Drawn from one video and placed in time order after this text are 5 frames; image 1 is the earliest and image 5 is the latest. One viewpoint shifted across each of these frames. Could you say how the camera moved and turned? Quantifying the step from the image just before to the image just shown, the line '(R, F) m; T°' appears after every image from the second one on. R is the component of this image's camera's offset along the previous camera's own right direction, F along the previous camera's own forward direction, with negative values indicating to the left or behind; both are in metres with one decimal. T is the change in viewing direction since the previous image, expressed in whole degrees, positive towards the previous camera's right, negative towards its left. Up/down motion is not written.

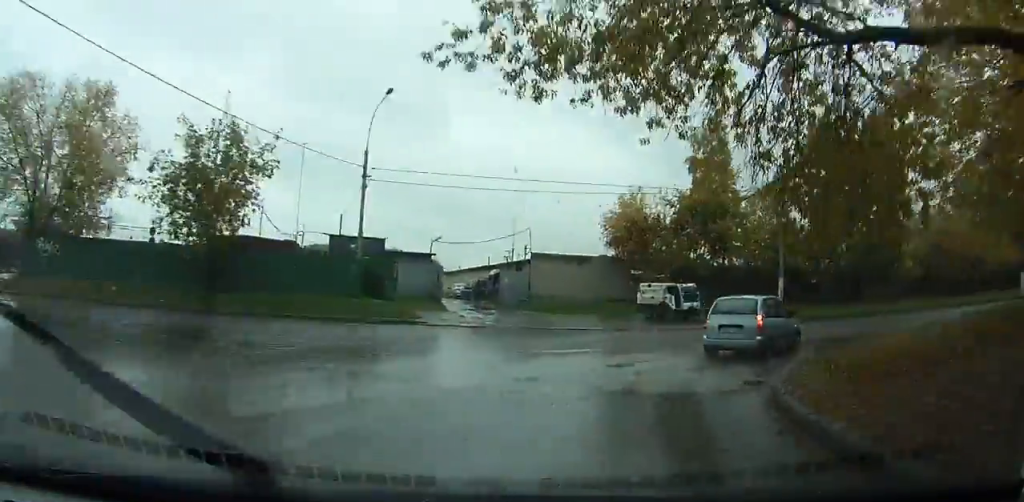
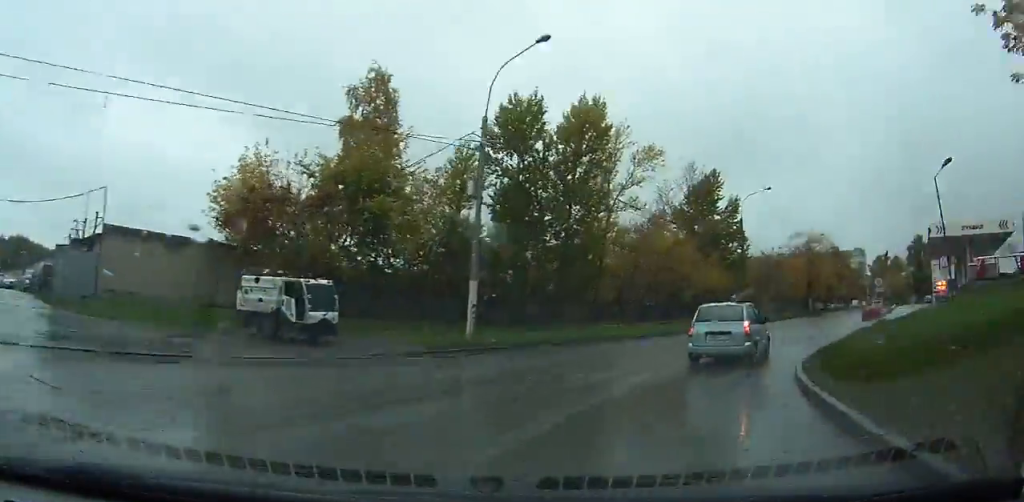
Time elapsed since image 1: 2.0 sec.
(+0.3, +14.3) m; +23°
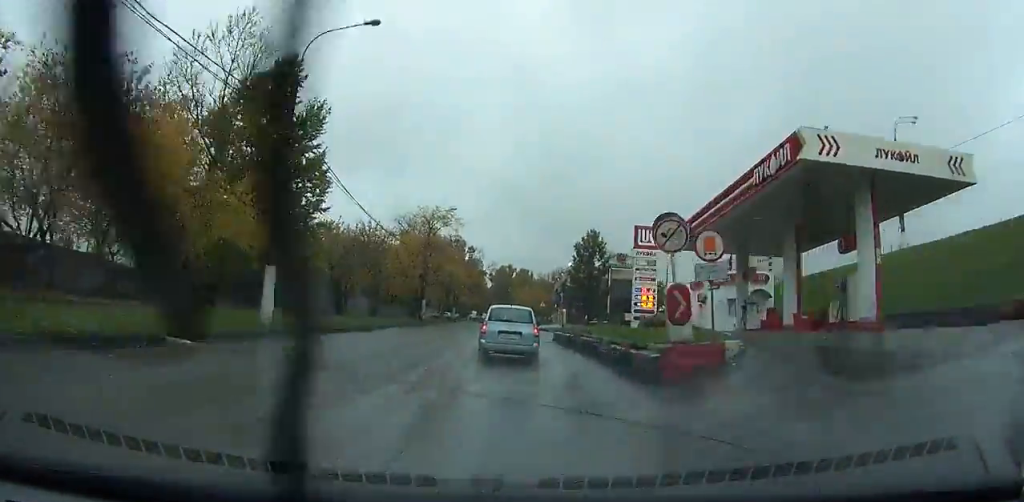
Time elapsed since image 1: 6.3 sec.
(+16.2, +26.4) m; +47°
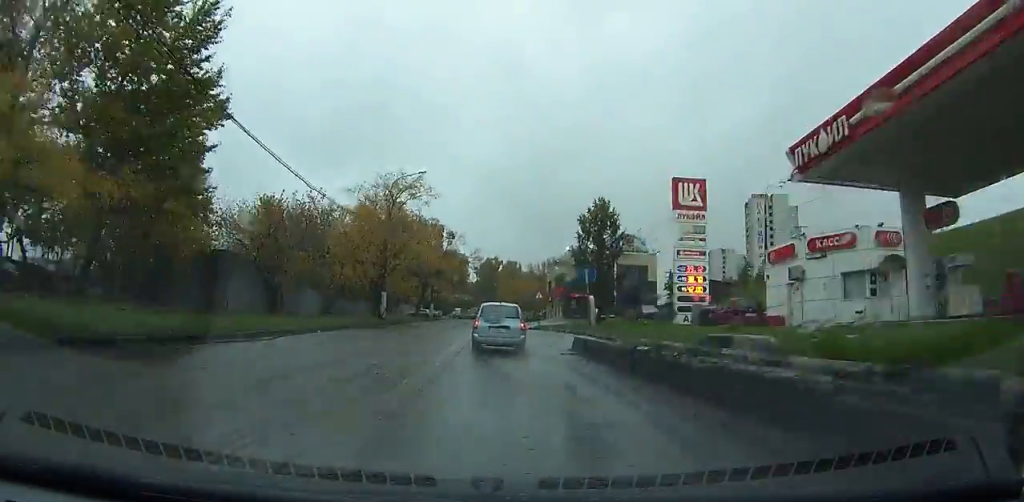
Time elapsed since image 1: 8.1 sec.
(+2.2, +15.0) m; +7°
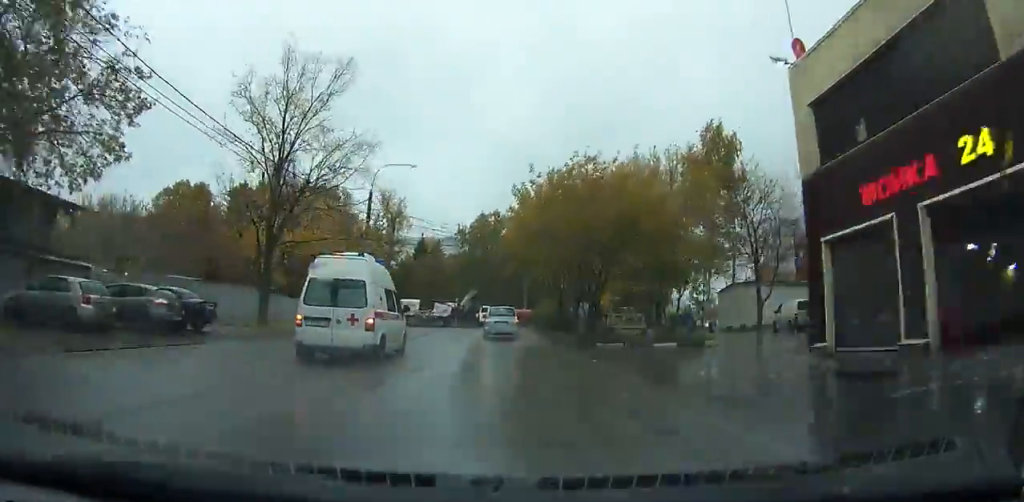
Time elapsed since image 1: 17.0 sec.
(+1.7, +82.1) m; +1°
